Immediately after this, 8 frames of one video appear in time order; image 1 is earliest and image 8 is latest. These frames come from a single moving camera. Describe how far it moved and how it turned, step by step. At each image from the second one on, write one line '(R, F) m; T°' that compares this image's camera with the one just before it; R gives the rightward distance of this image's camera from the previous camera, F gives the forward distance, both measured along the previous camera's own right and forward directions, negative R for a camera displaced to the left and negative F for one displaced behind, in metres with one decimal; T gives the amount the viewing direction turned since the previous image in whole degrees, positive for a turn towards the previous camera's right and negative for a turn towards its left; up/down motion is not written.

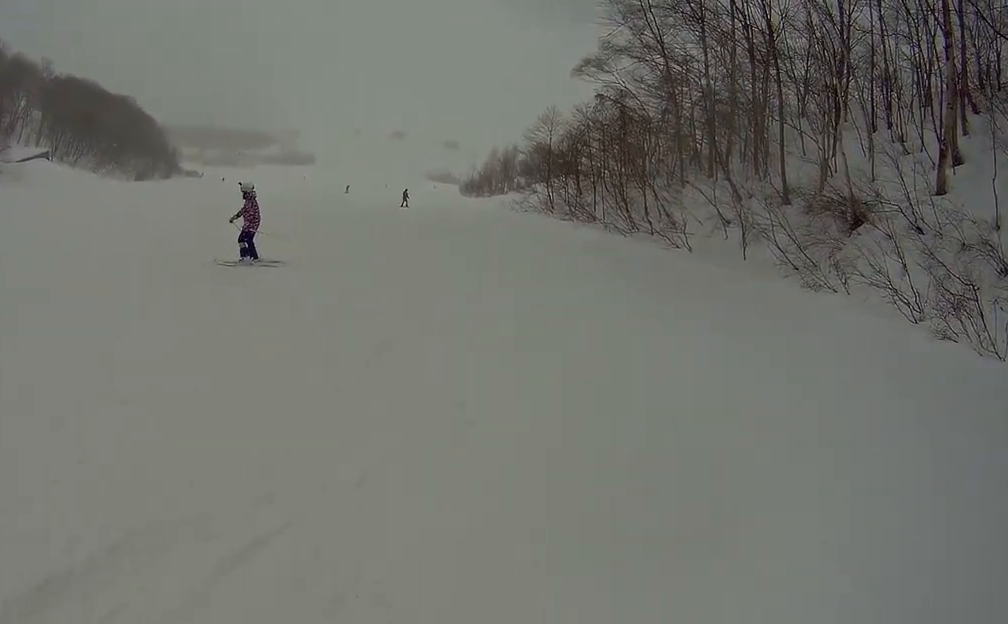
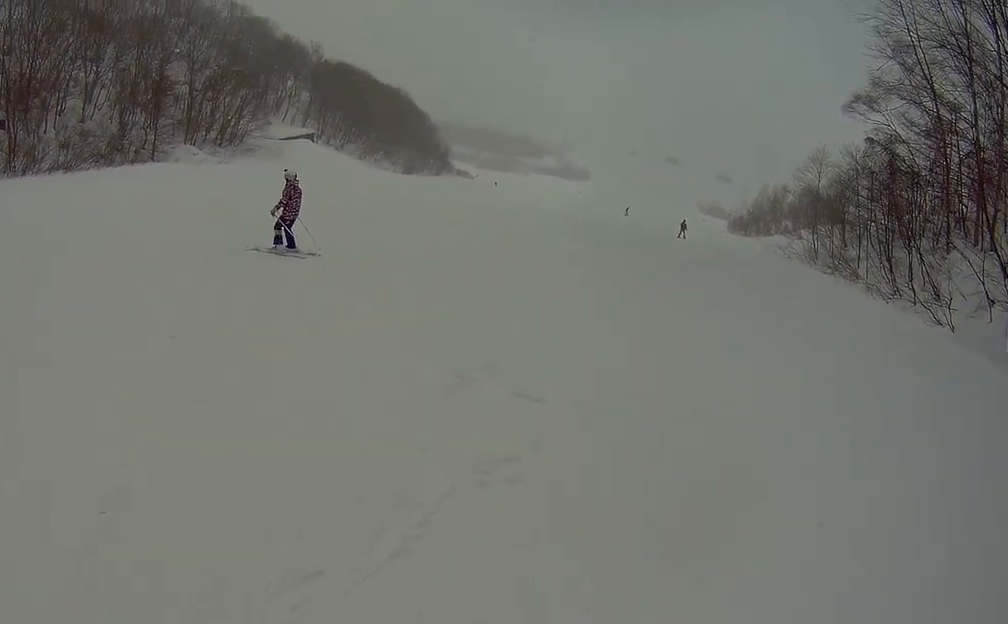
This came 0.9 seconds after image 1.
(-0.9, +2.7) m; -30°
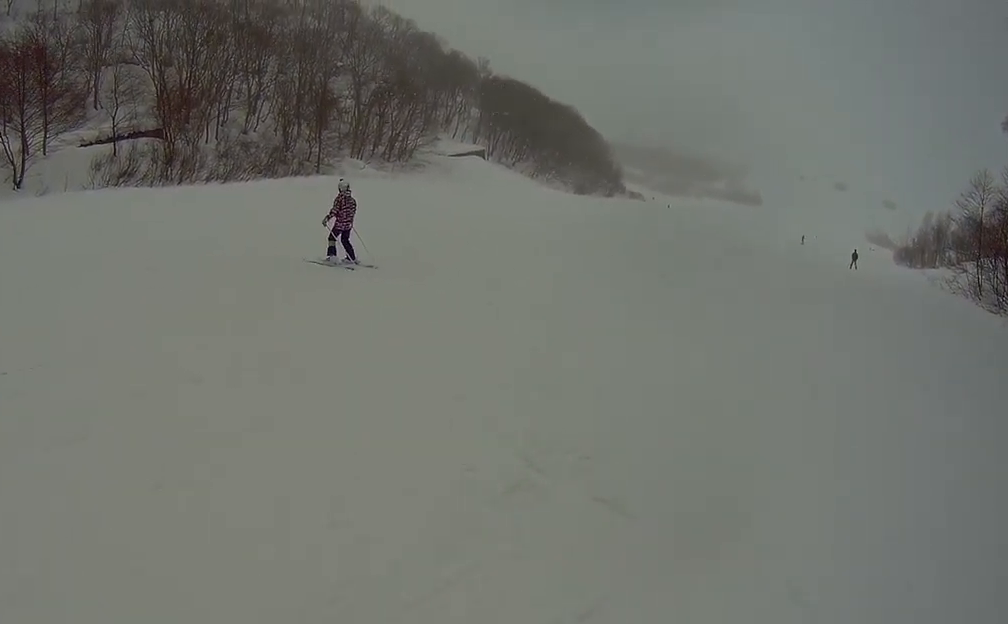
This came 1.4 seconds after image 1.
(-0.3, +1.6) m; -13°
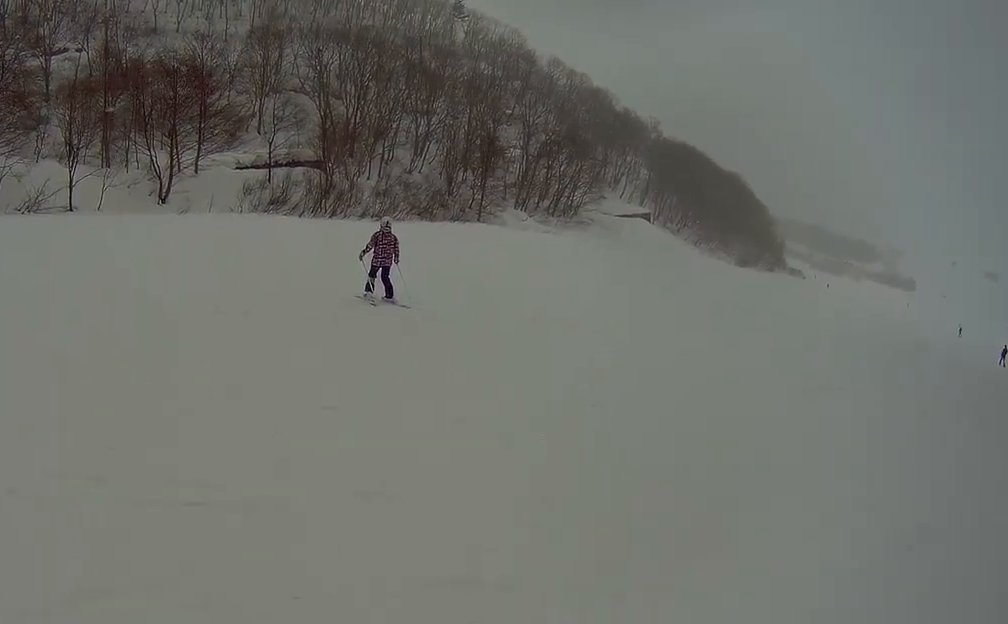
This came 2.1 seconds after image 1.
(-0.1, +2.3) m; -22°
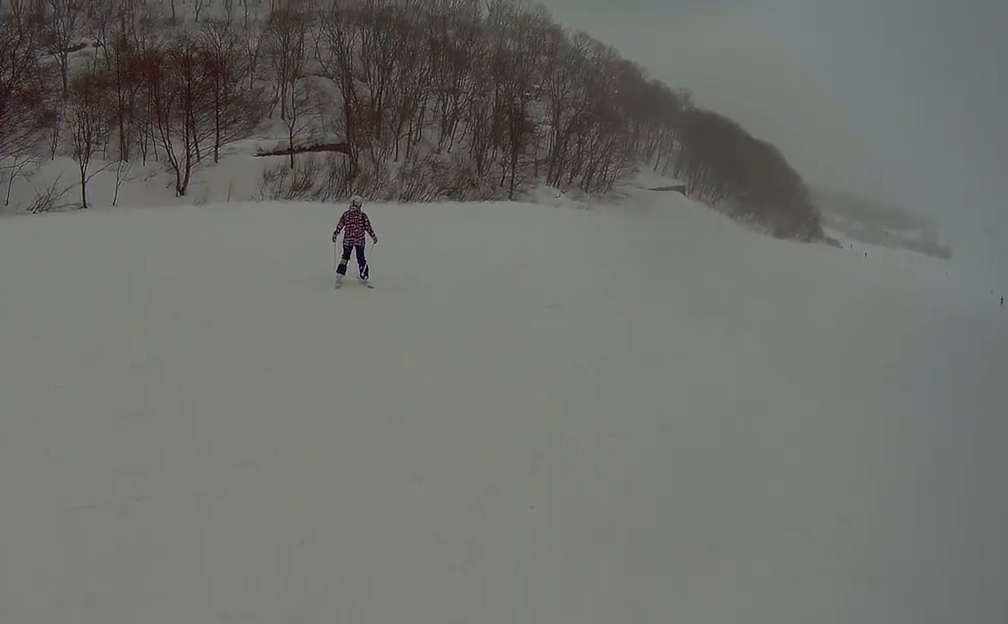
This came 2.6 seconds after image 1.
(+0.2, +1.5) m; -15°
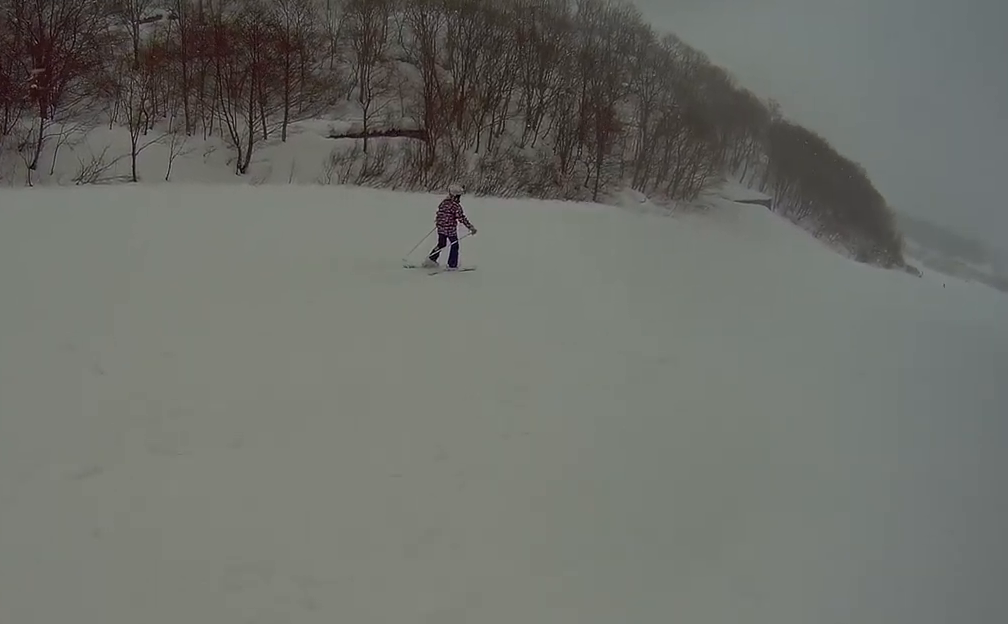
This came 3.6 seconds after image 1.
(-1.6, +2.3) m; -9°
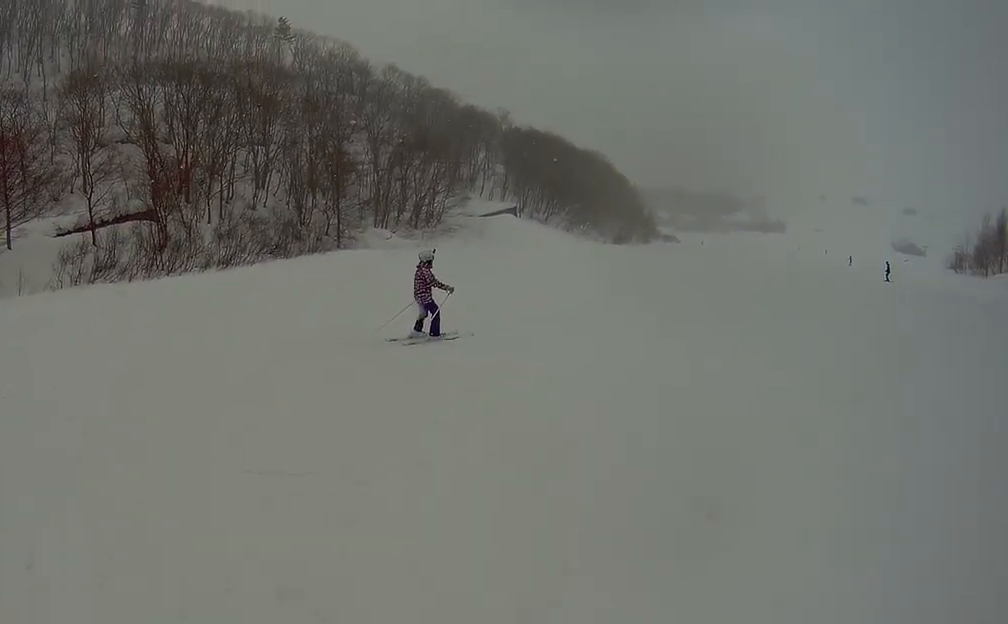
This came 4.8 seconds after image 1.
(+1.2, +3.7) m; +16°
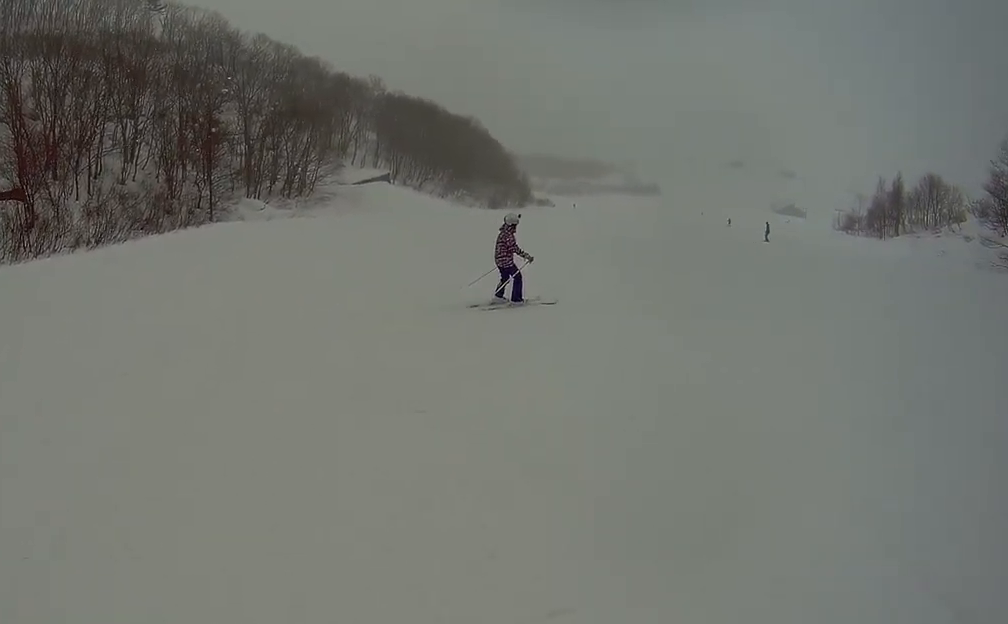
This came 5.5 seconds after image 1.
(-0.5, +2.7) m; +8°
